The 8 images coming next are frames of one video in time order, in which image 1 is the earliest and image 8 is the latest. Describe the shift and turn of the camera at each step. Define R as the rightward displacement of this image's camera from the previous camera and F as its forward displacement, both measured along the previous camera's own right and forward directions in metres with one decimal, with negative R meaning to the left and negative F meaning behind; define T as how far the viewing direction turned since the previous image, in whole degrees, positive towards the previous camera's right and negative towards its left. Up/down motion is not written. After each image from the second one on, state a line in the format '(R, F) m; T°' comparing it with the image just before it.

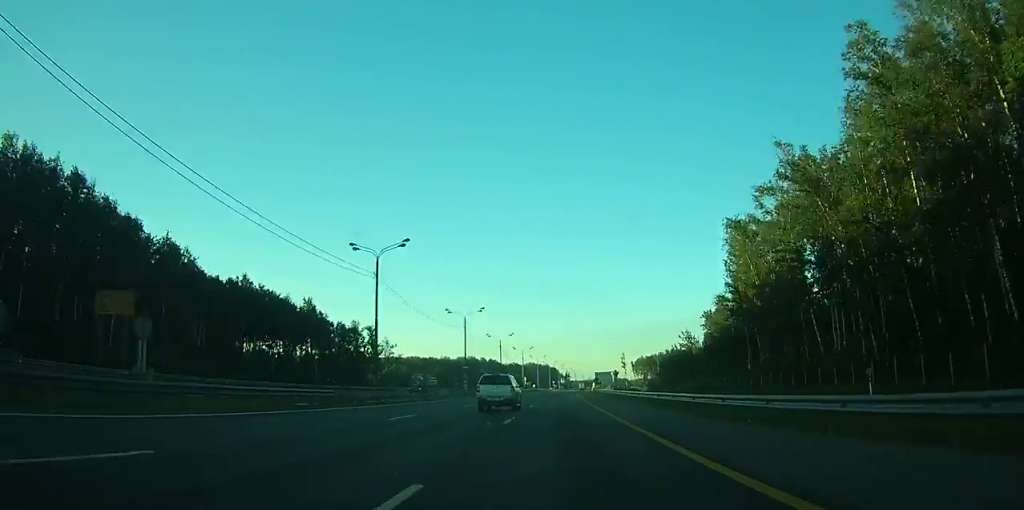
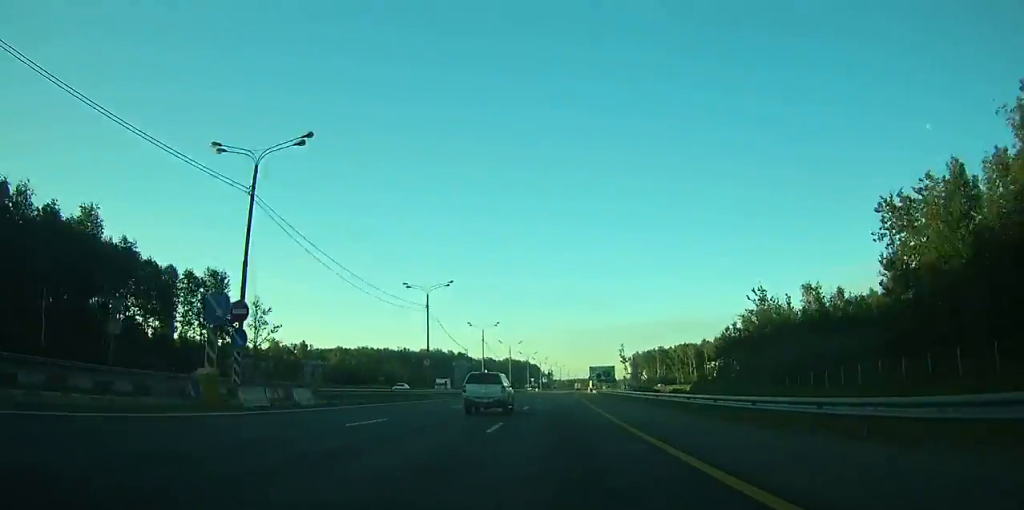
(+0.5, +66.0) m; +1°
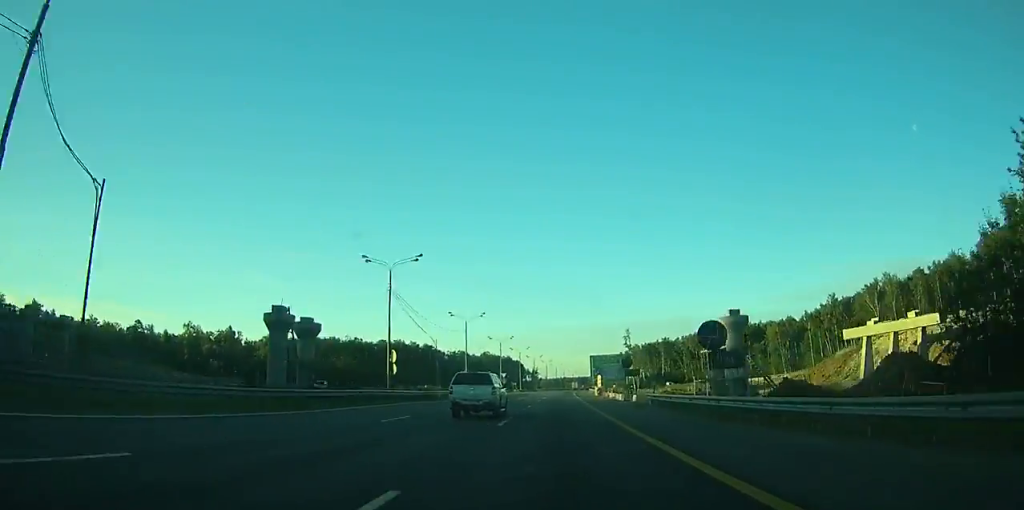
(+0.9, +62.6) m; +1°
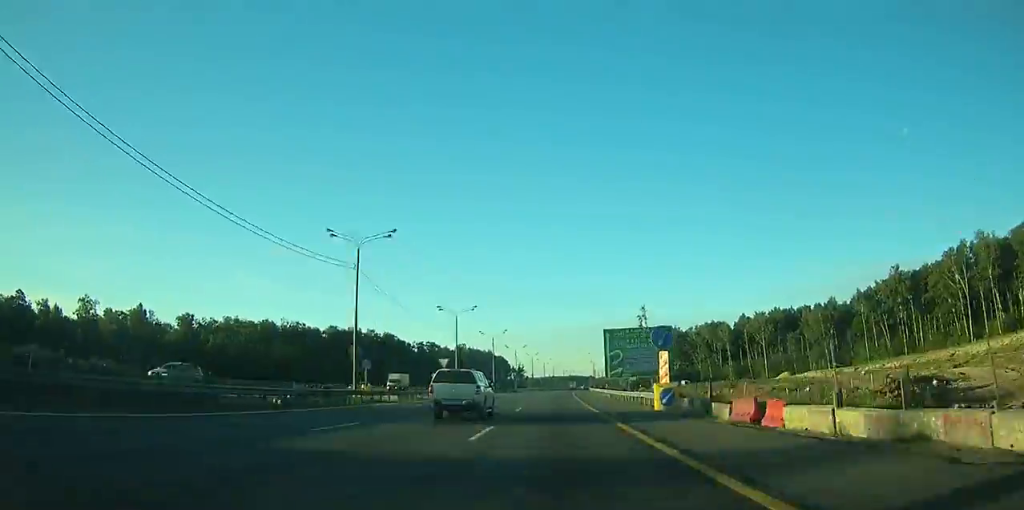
(+0.5, +55.6) m; +1°
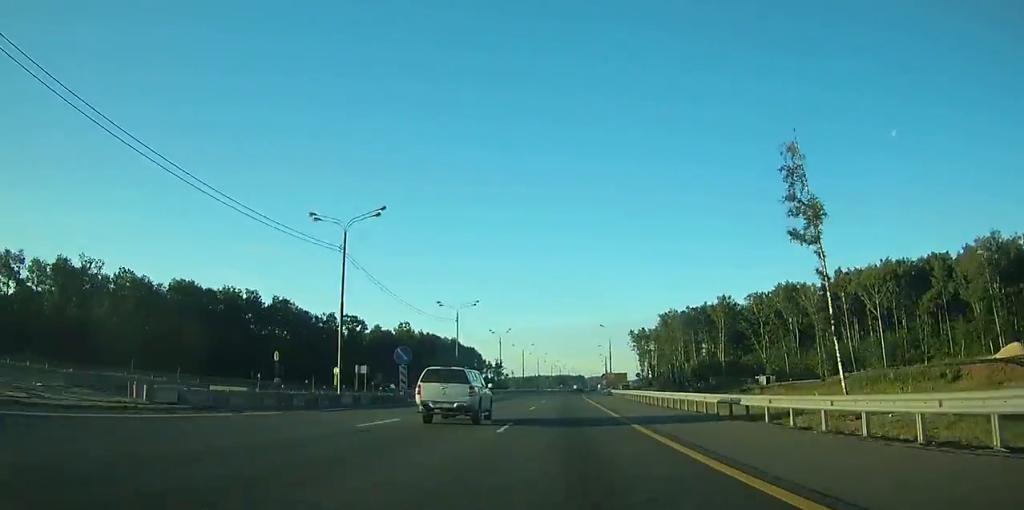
(+1.9, +100.4) m; +2°
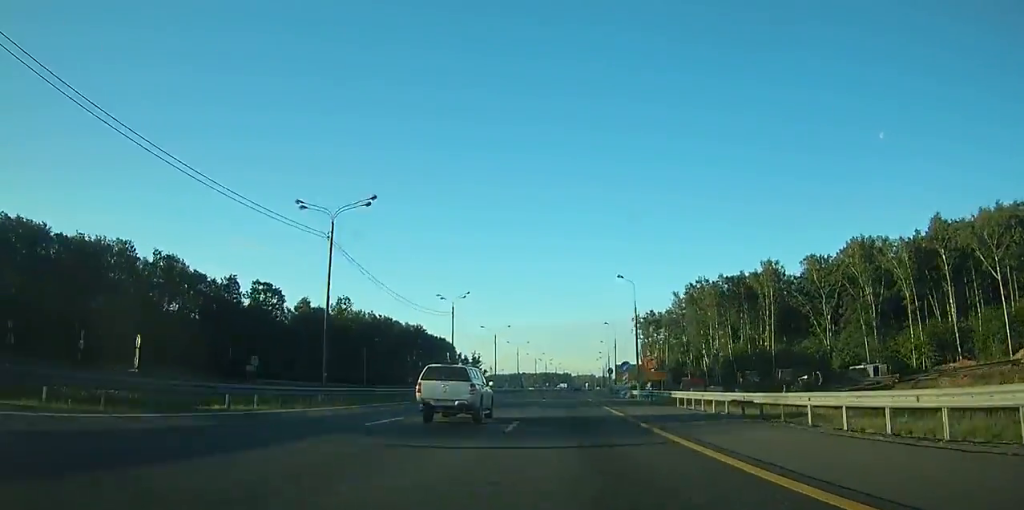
(+0.2, +52.6) m; +1°
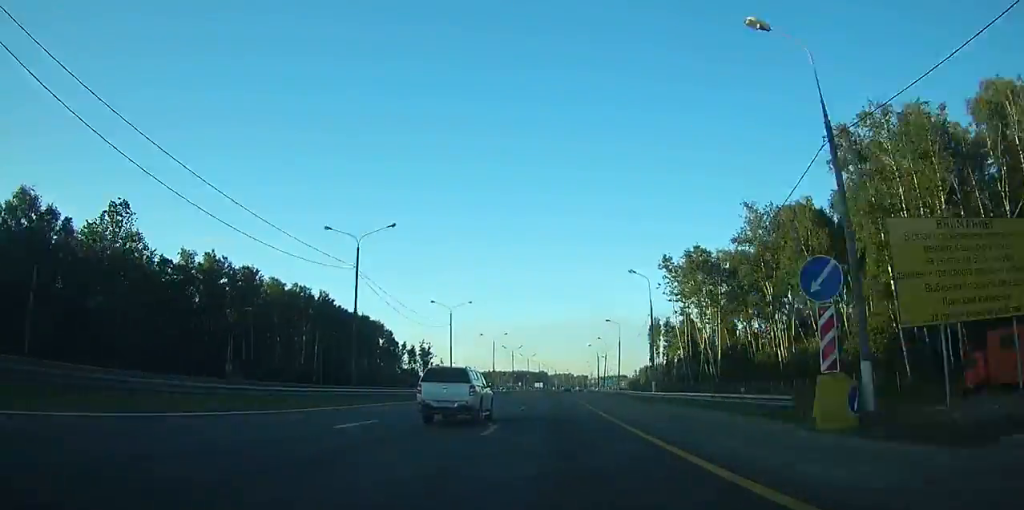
(+1.2, +83.1) m; +2°
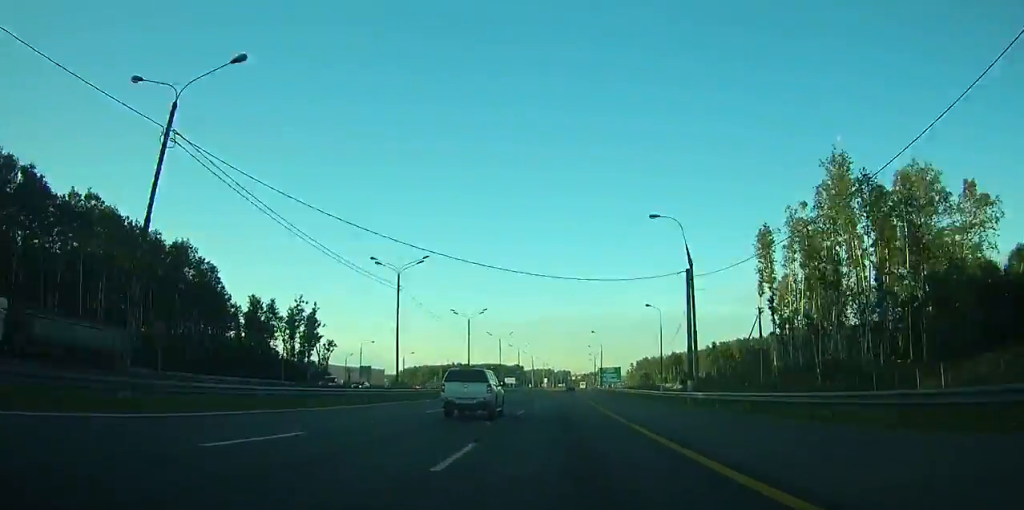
(+2.8, +114.0) m; +3°
